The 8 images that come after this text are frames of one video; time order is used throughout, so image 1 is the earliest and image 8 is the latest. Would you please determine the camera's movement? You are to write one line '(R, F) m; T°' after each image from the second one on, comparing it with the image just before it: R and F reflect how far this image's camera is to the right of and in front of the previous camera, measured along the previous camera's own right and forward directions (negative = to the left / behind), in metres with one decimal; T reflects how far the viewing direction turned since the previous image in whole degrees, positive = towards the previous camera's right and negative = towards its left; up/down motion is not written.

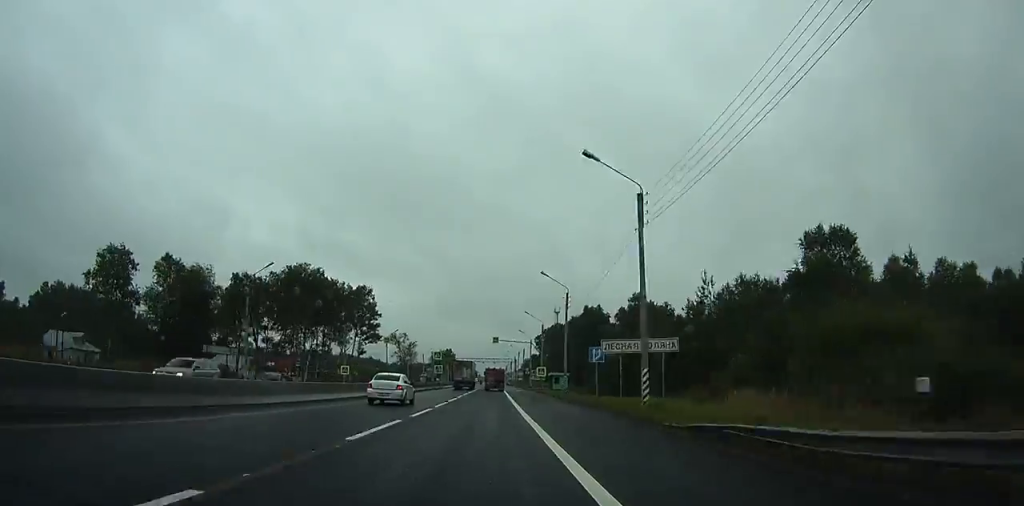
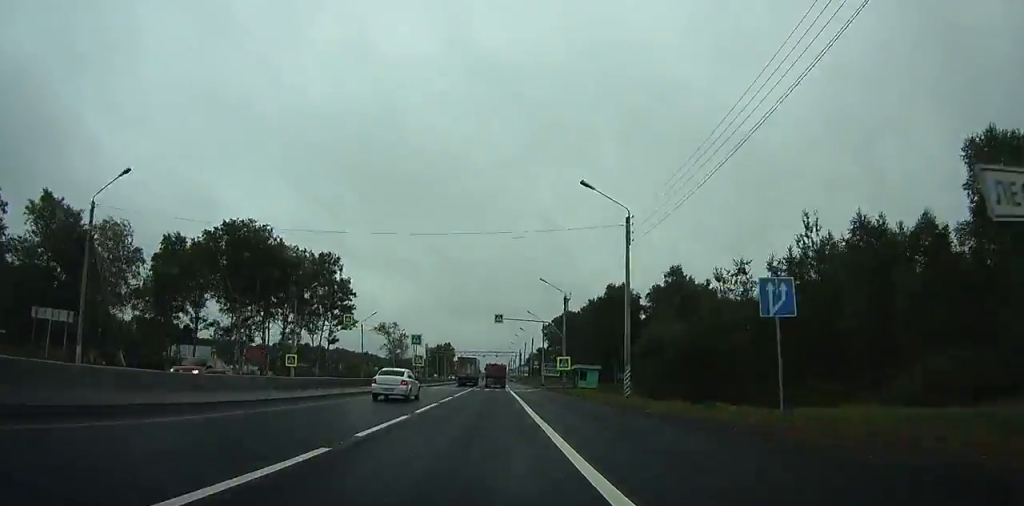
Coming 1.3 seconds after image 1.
(0.0, +24.1) m; 0°
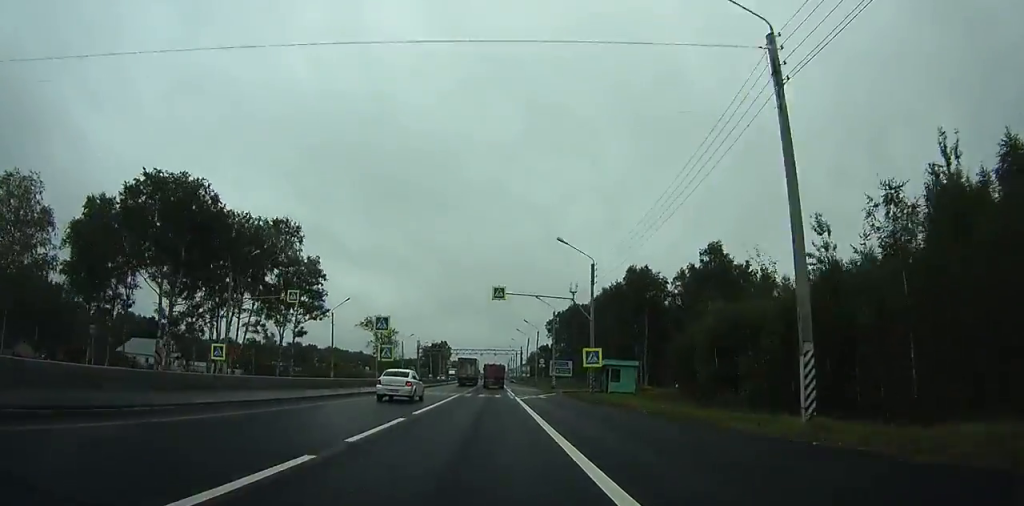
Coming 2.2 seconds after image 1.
(+0.1, +17.5) m; 0°
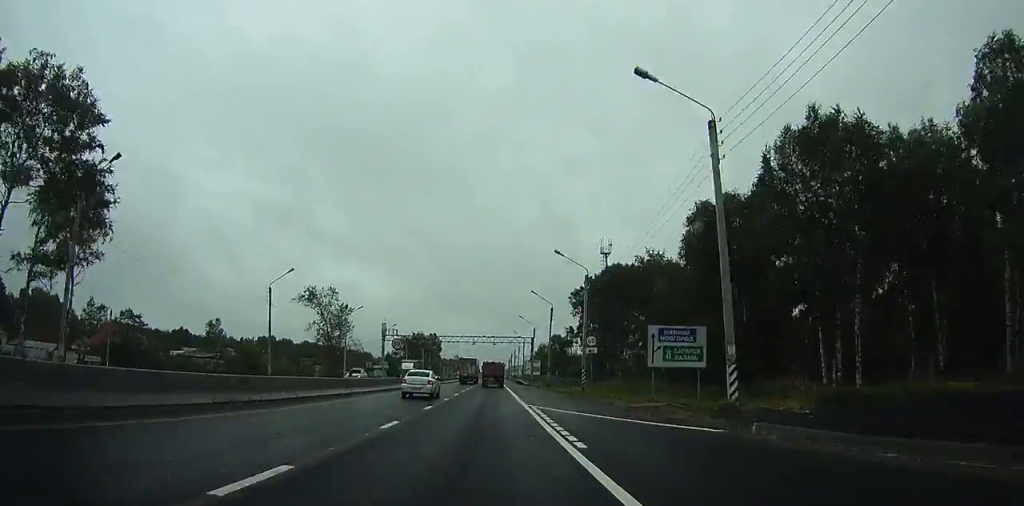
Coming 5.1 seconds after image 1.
(-0.1, +53.0) m; 0°
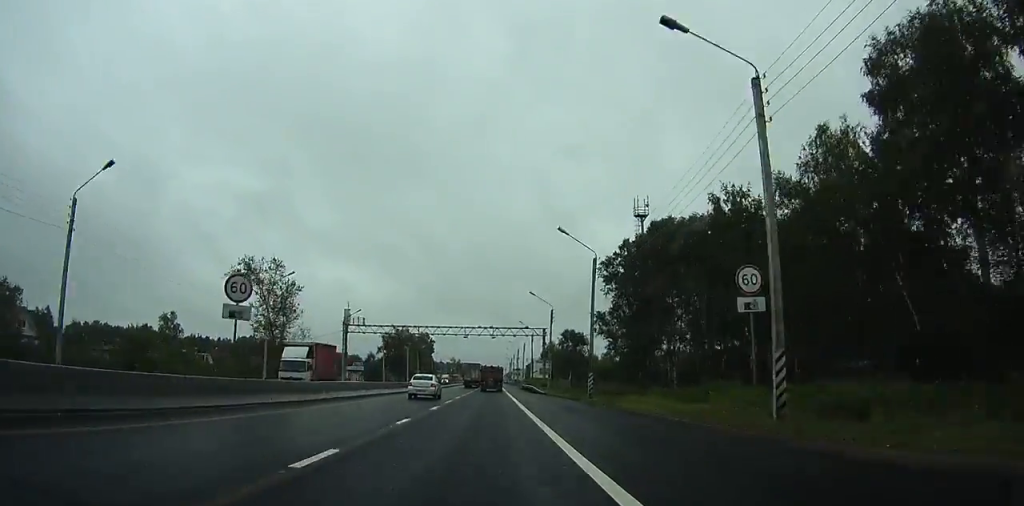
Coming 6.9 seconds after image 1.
(0.0, +30.7) m; 0°
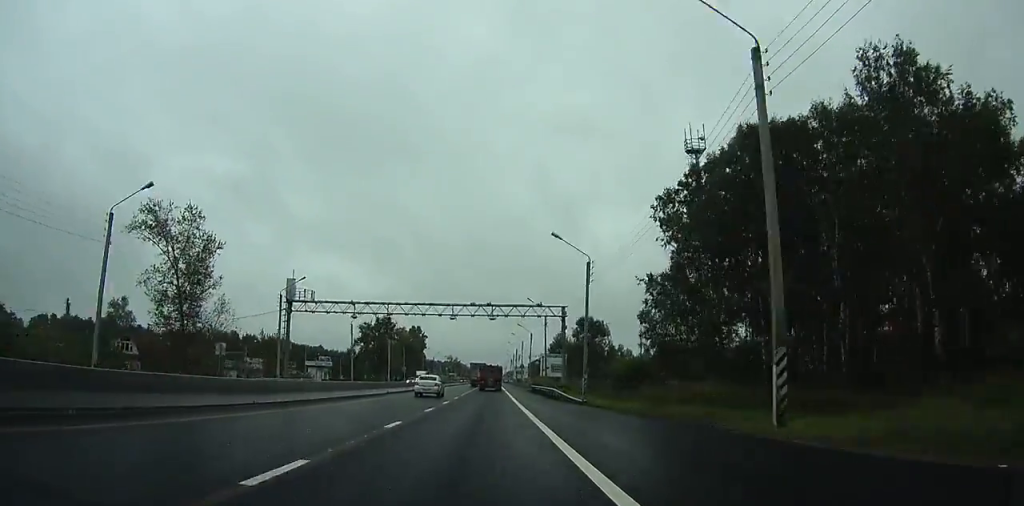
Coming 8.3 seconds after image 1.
(-0.1, +26.0) m; 0°
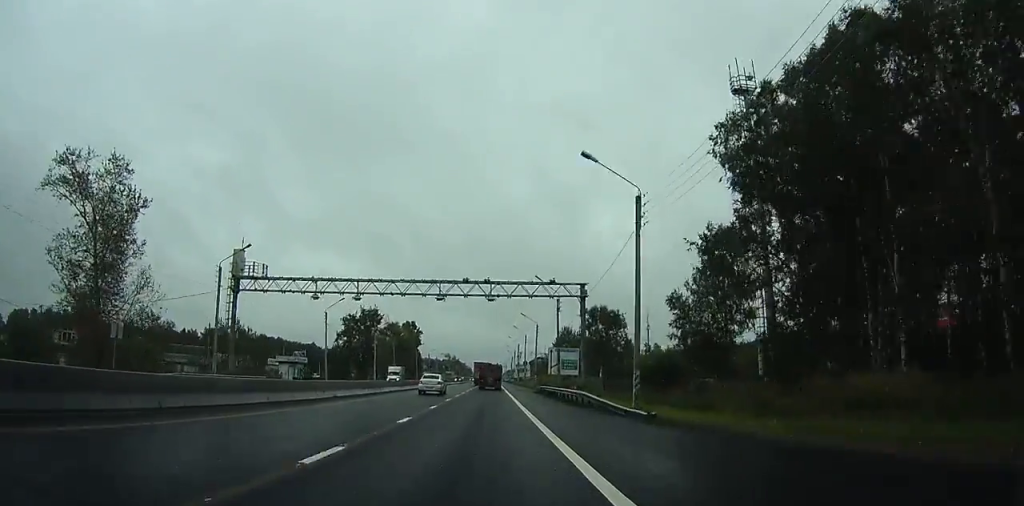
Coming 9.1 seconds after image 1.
(0.0, +14.6) m; 0°
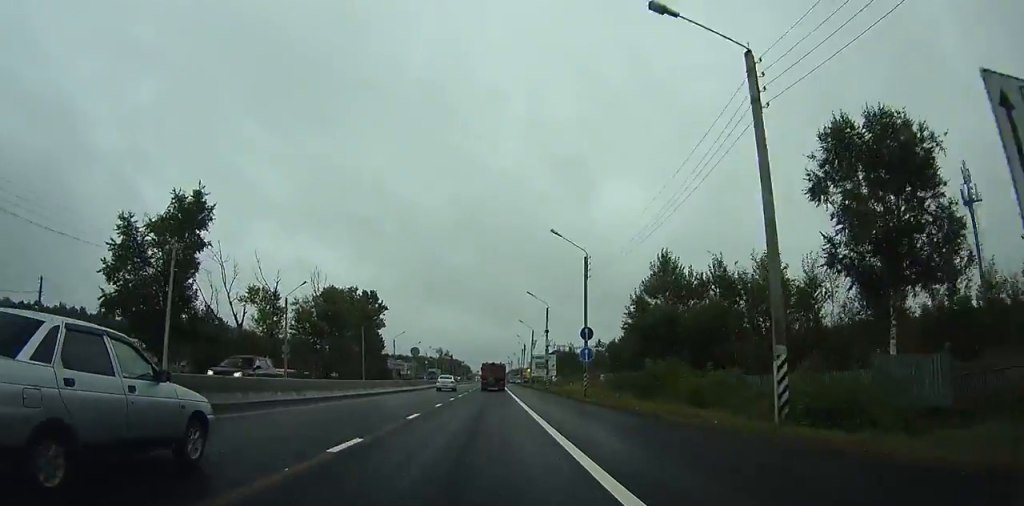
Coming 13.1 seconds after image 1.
(0.0, +76.8) m; 0°
